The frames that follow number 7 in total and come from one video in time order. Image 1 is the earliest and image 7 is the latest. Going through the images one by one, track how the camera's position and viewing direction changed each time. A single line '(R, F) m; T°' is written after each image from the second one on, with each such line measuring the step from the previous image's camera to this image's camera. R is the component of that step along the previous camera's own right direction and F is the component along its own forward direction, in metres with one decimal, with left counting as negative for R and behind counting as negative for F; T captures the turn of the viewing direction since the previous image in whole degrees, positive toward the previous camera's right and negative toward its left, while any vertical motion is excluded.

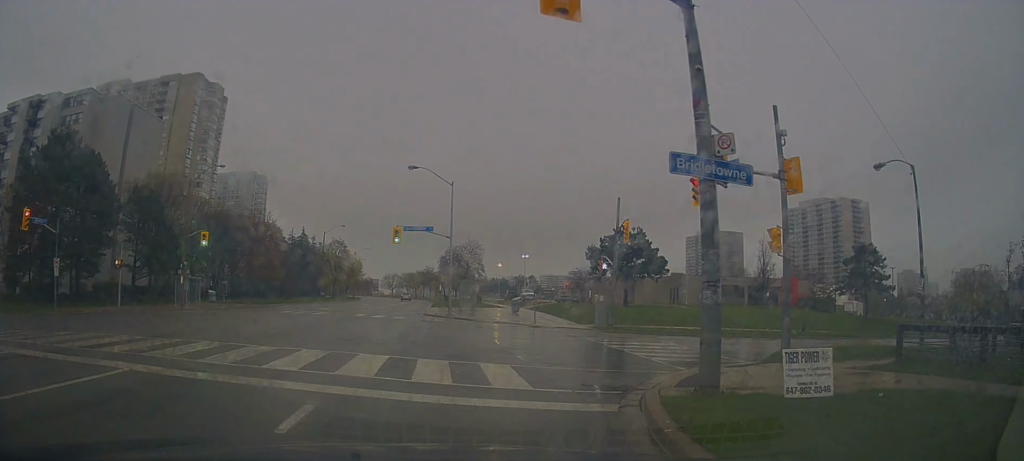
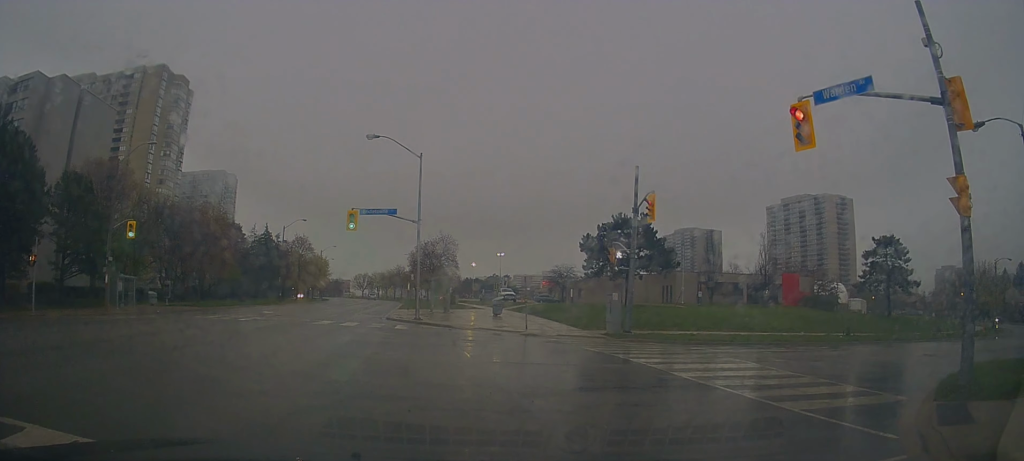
(-0.9, +9.5) m; +6°
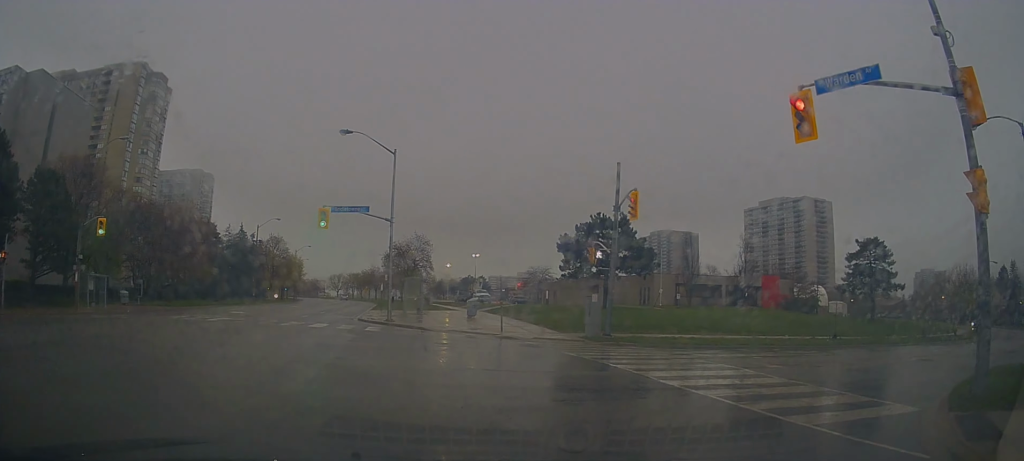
(+0.1, +0.8) m; +8°
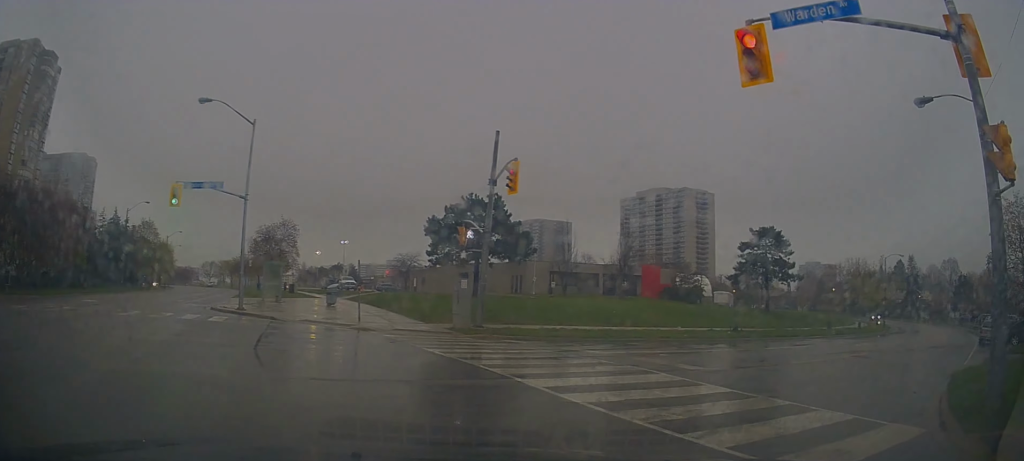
(+0.3, +2.2) m; +16°
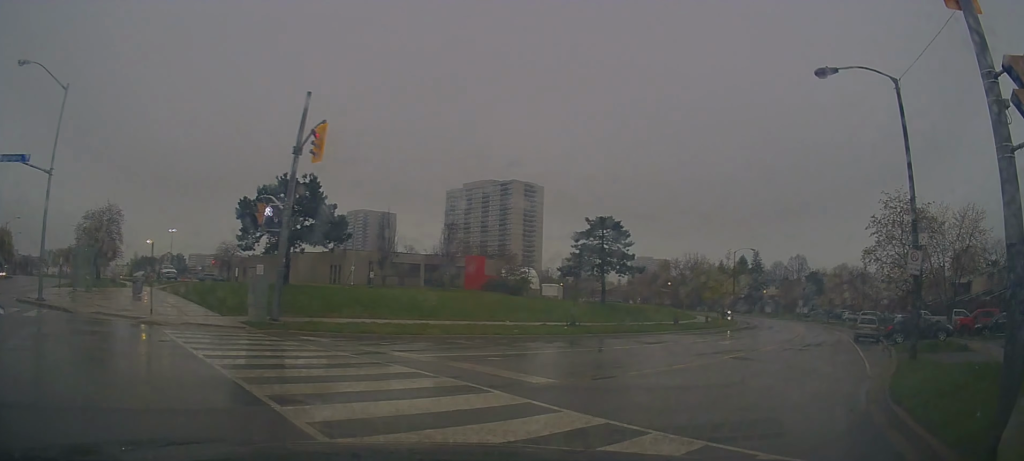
(+0.3, +2.5) m; +15°
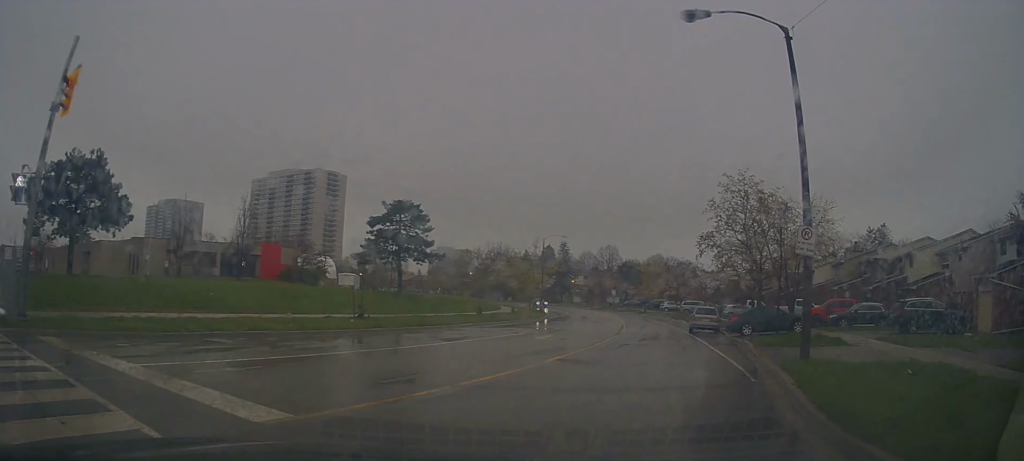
(+0.4, +3.0) m; +12°
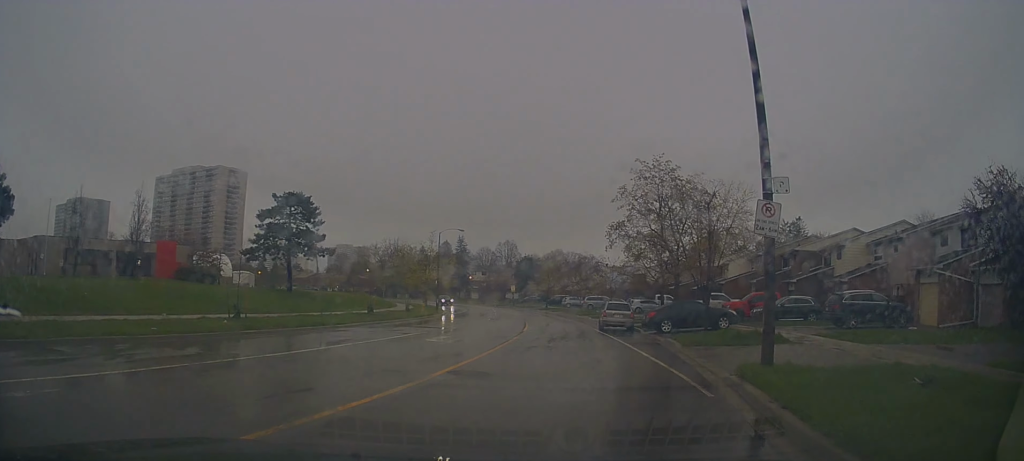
(+0.2, +2.5) m; +6°
